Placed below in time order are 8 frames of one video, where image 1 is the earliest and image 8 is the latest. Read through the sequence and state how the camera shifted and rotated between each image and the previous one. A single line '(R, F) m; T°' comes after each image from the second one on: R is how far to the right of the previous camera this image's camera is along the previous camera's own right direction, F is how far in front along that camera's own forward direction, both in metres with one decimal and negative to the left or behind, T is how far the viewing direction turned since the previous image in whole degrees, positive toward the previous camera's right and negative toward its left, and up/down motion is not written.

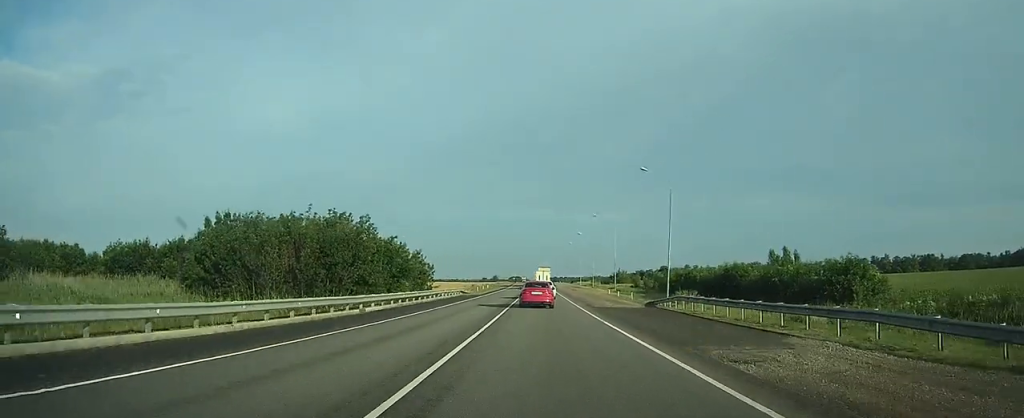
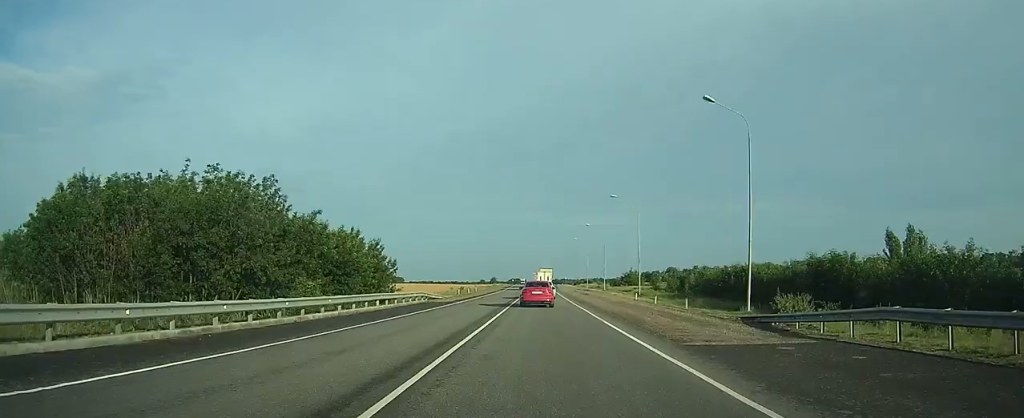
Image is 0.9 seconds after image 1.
(0.0, +20.9) m; 0°
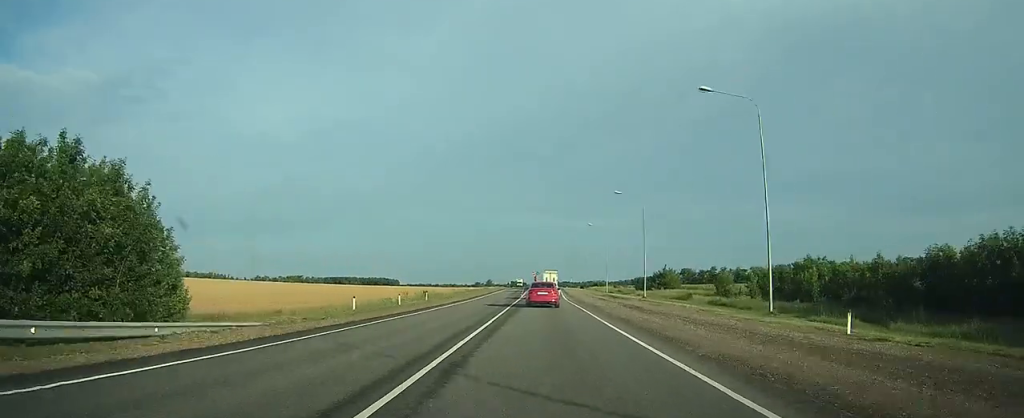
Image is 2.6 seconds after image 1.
(0.0, +38.6) m; 0°
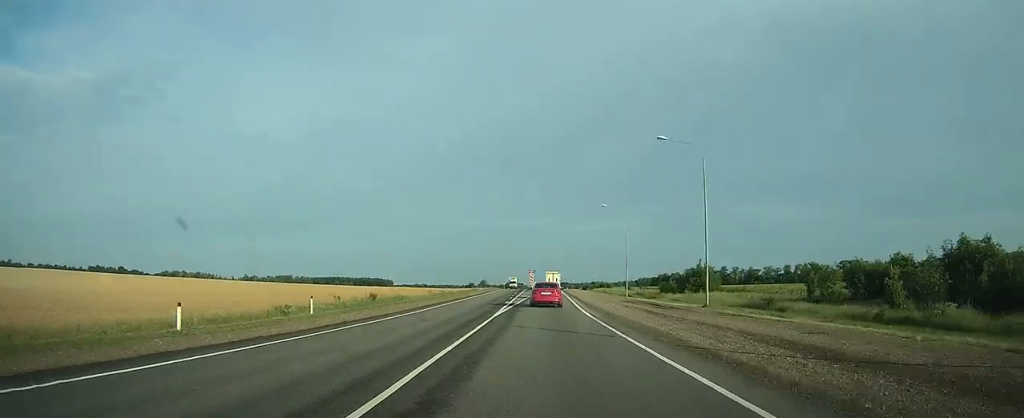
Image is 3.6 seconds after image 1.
(0.0, +24.6) m; 0°
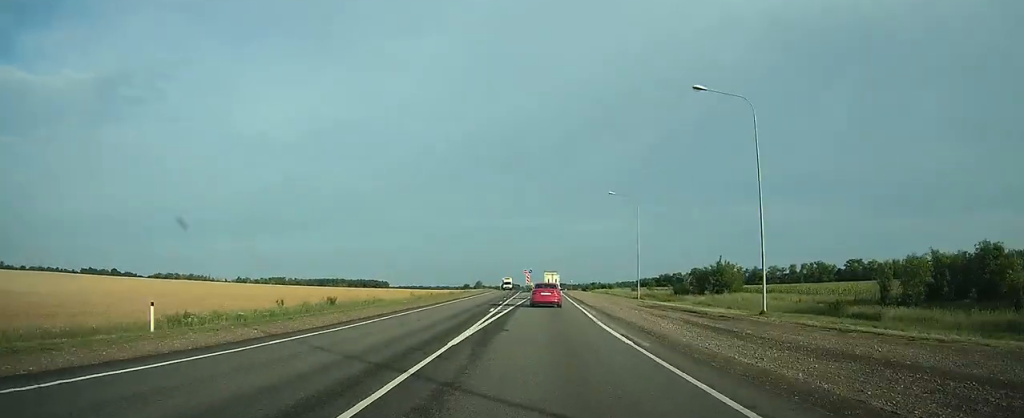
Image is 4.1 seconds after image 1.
(0.0, +10.7) m; 0°
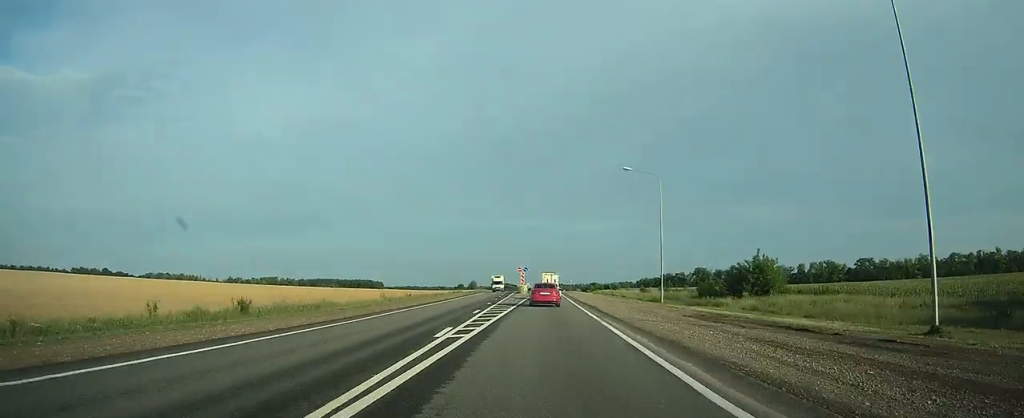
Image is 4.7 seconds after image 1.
(0.0, +13.8) m; 0°
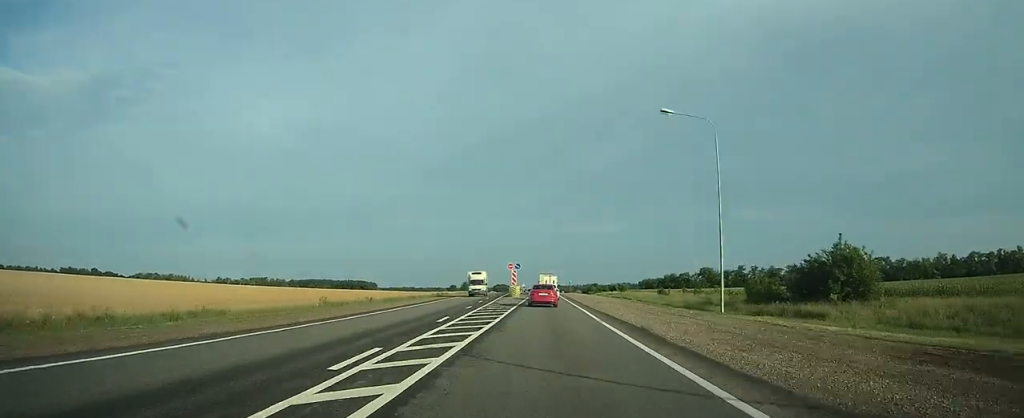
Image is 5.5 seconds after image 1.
(+0.1, +17.6) m; +1°
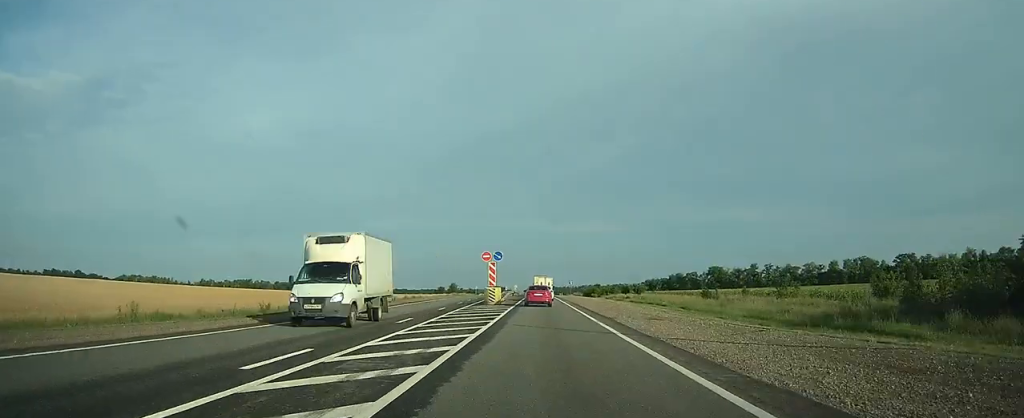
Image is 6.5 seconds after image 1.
(+0.1, +24.4) m; 0°
